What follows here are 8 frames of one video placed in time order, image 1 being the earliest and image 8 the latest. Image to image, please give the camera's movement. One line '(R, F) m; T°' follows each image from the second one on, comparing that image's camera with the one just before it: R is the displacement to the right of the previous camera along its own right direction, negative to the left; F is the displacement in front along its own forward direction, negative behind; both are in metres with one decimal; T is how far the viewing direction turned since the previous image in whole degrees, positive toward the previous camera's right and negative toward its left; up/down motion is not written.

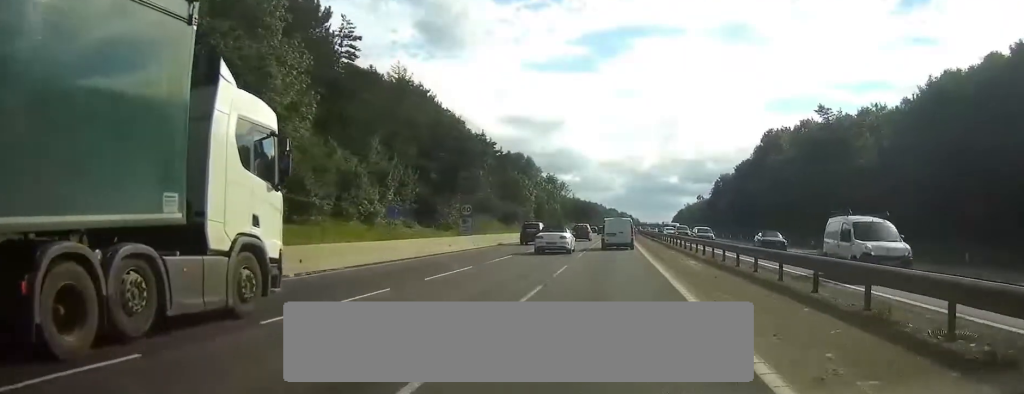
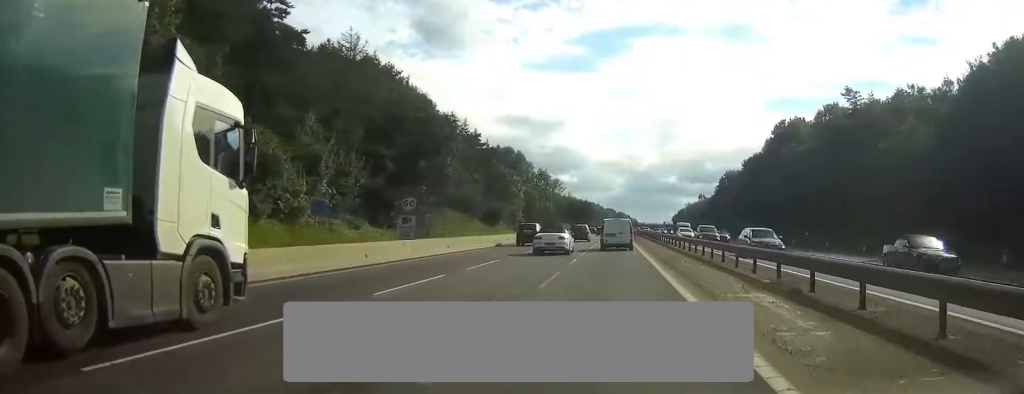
(0.0, +12.6) m; 0°
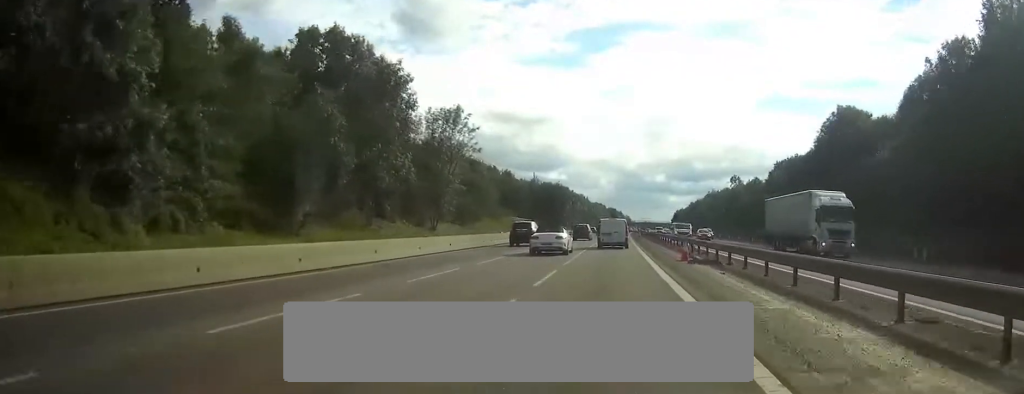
(+0.6, +95.0) m; +1°
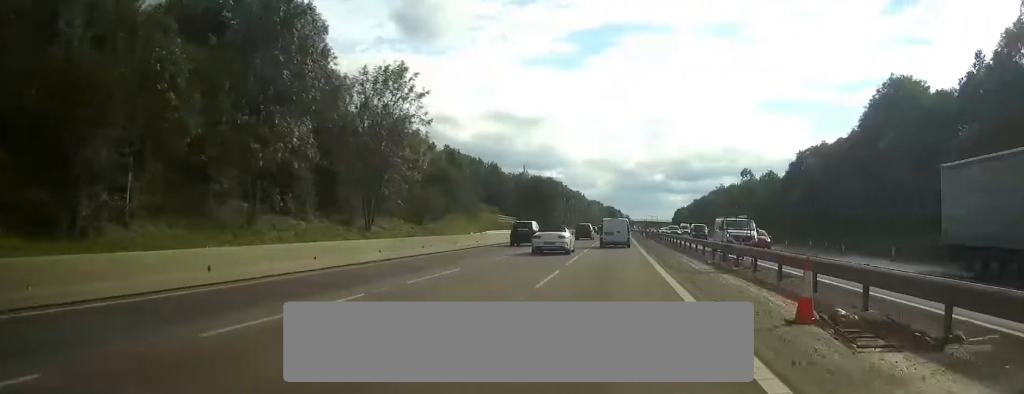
(0.0, +17.6) m; 0°
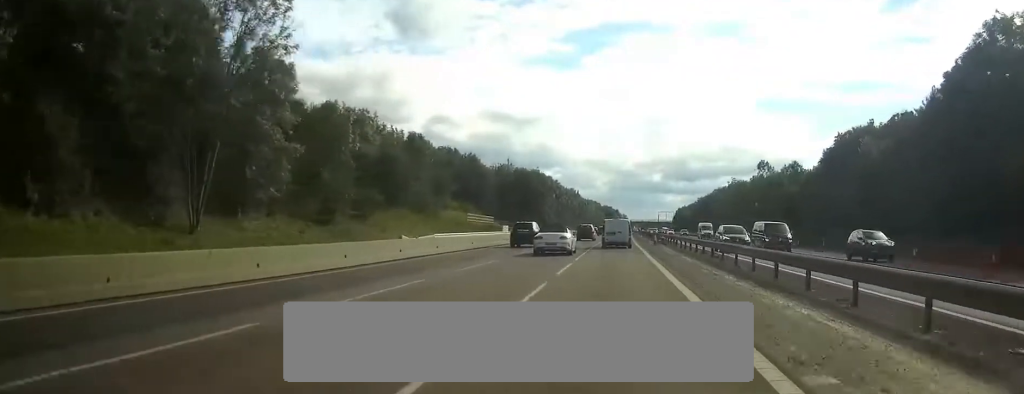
(0.0, +21.7) m; 0°
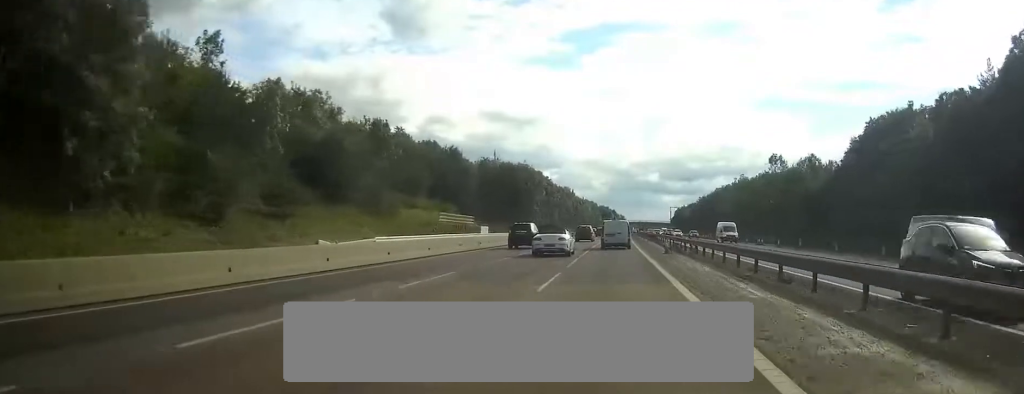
(0.0, +13.4) m; 0°
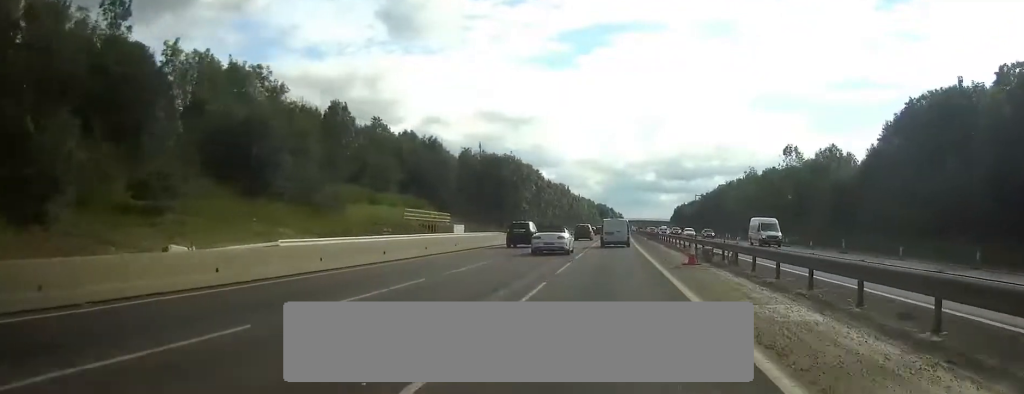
(0.0, +12.6) m; 0°
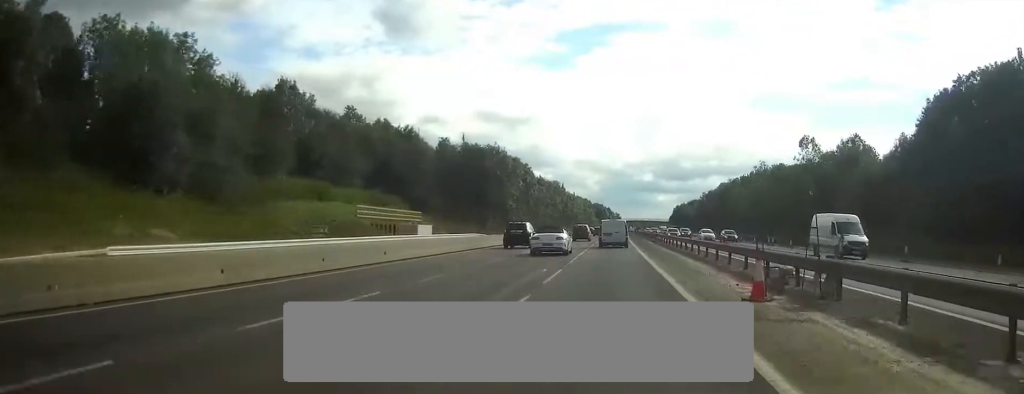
(0.0, +11.8) m; 0°
